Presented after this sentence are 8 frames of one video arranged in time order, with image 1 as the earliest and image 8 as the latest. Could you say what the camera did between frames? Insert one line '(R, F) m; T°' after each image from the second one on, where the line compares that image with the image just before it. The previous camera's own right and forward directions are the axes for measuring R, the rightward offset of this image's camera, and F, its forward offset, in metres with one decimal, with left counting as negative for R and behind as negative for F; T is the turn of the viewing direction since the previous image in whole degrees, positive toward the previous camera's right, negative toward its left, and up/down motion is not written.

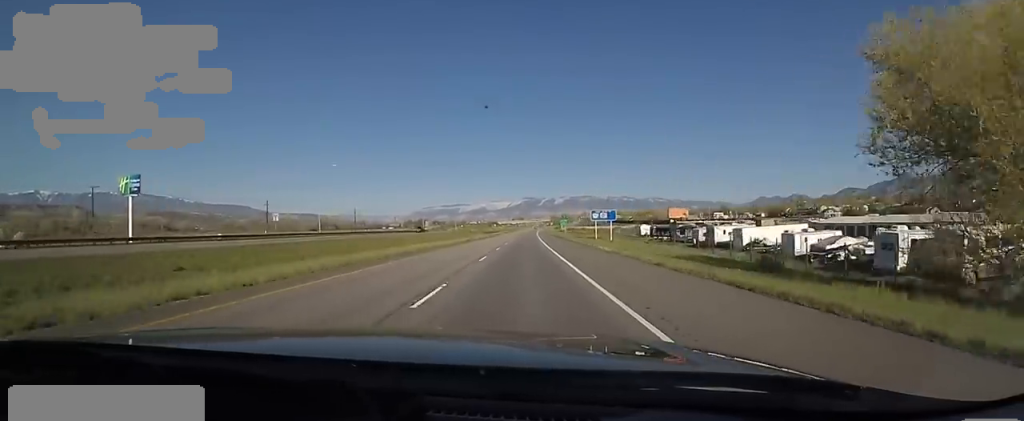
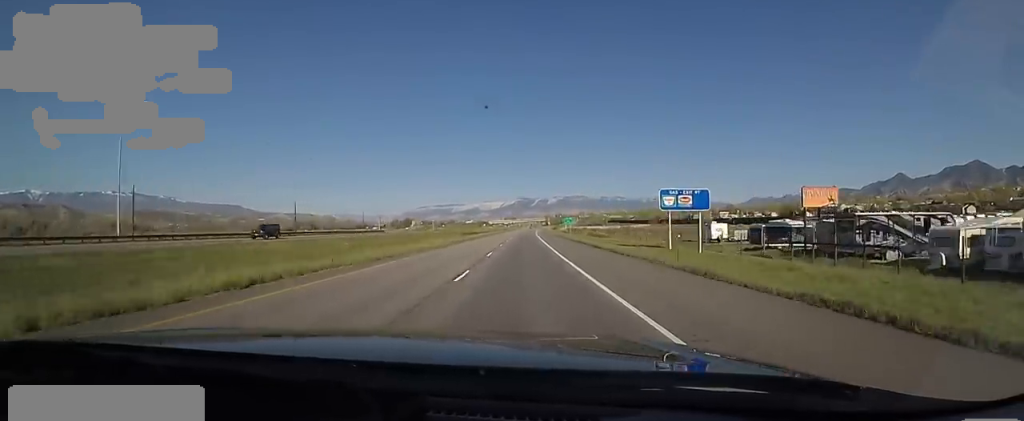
(+1.3, +44.0) m; +1°
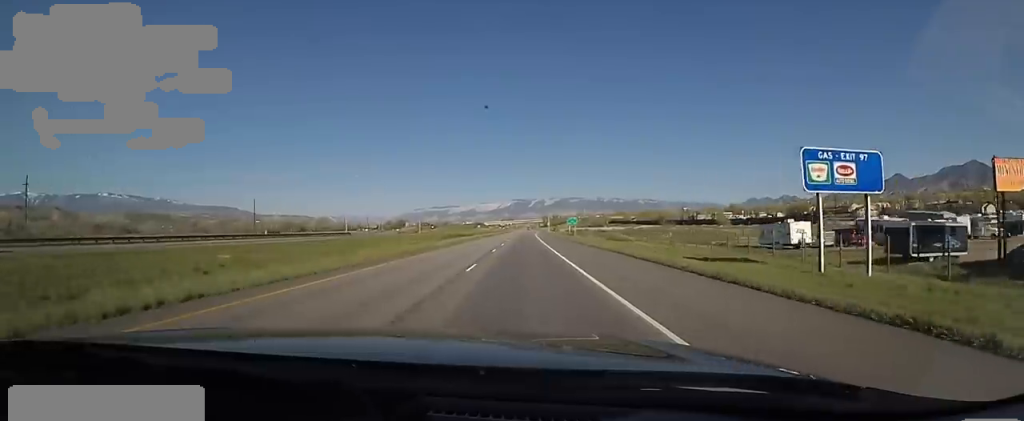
(-0.3, +20.8) m; -1°
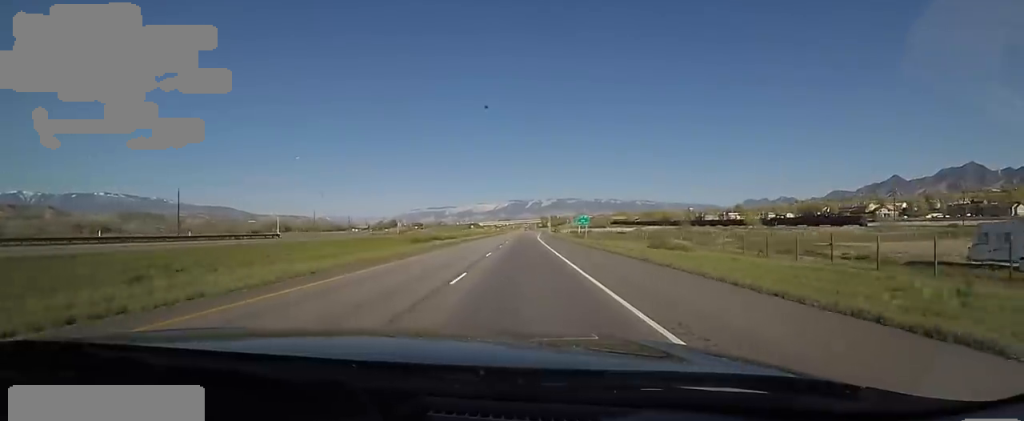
(-0.6, +27.8) m; -1°
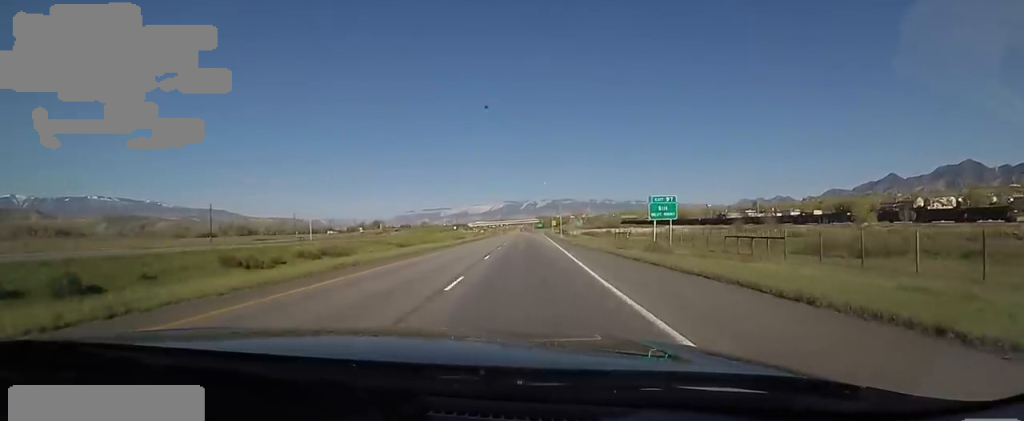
(+2.4, +61.4) m; +2°
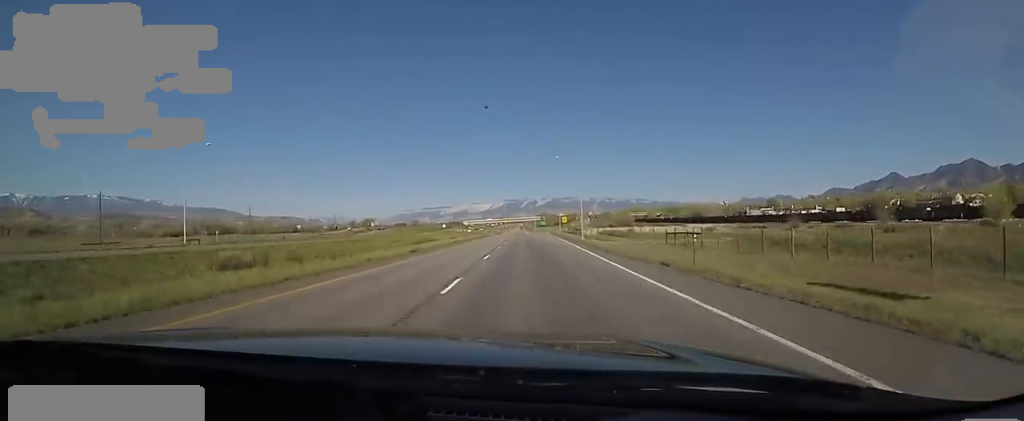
(-1.6, +37.1) m; 0°
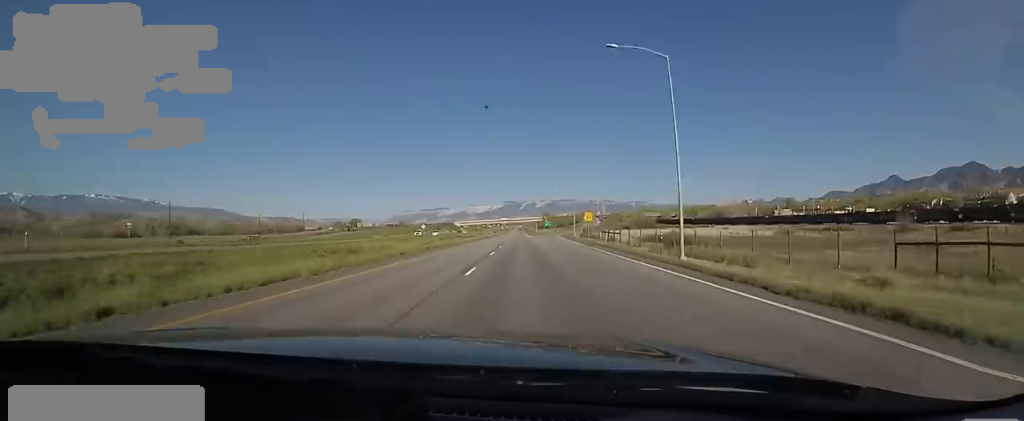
(+1.1, +44.1) m; 0°
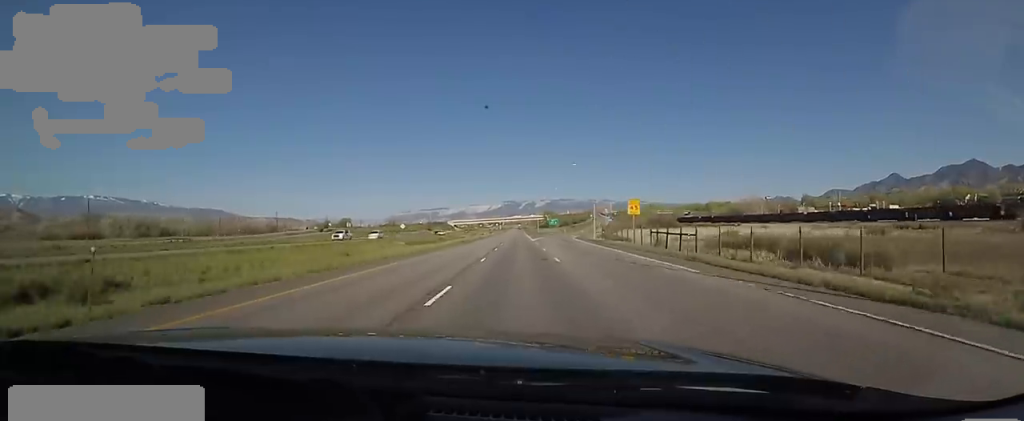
(-0.8, +30.2) m; +1°
